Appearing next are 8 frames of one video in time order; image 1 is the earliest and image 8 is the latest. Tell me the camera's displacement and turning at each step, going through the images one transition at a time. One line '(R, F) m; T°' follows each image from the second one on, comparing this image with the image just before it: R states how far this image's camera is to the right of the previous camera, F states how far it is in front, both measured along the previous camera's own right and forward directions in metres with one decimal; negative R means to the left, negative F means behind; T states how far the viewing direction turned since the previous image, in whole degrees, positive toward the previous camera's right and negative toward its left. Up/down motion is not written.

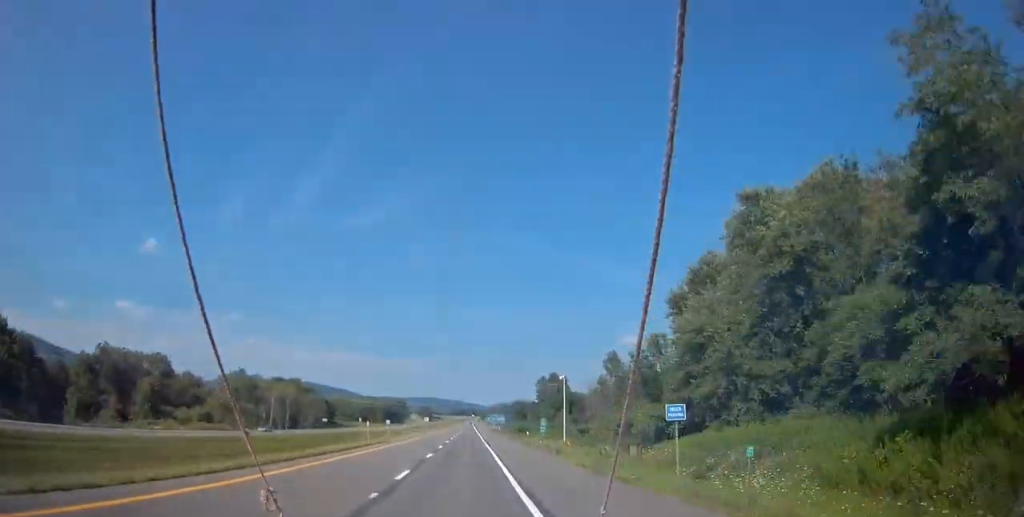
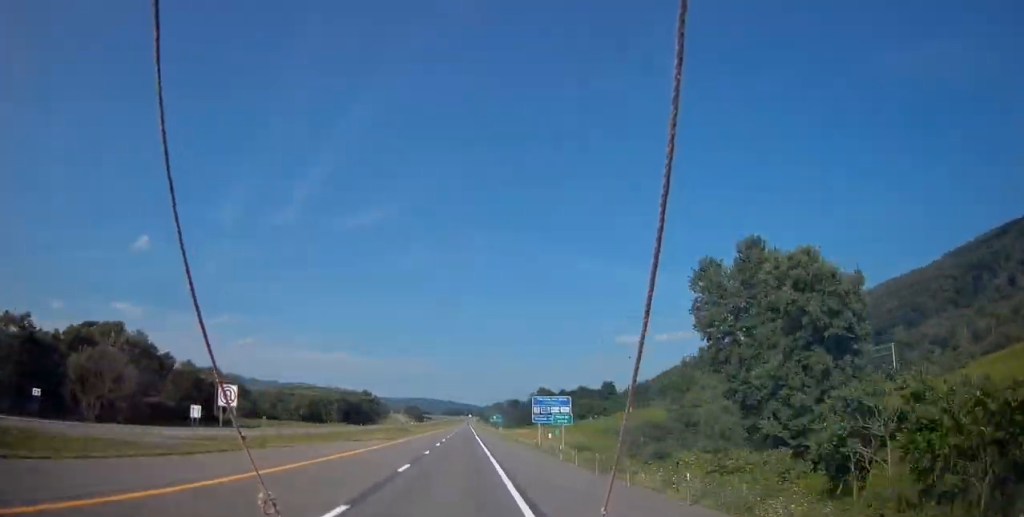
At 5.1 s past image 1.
(+0.3, +143.6) m; 0°
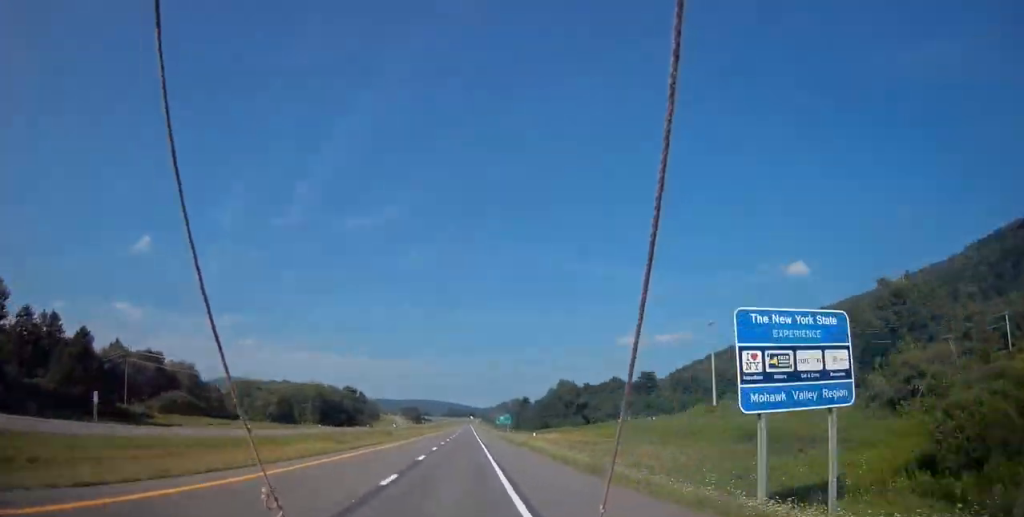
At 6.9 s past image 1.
(0.0, +52.9) m; 0°
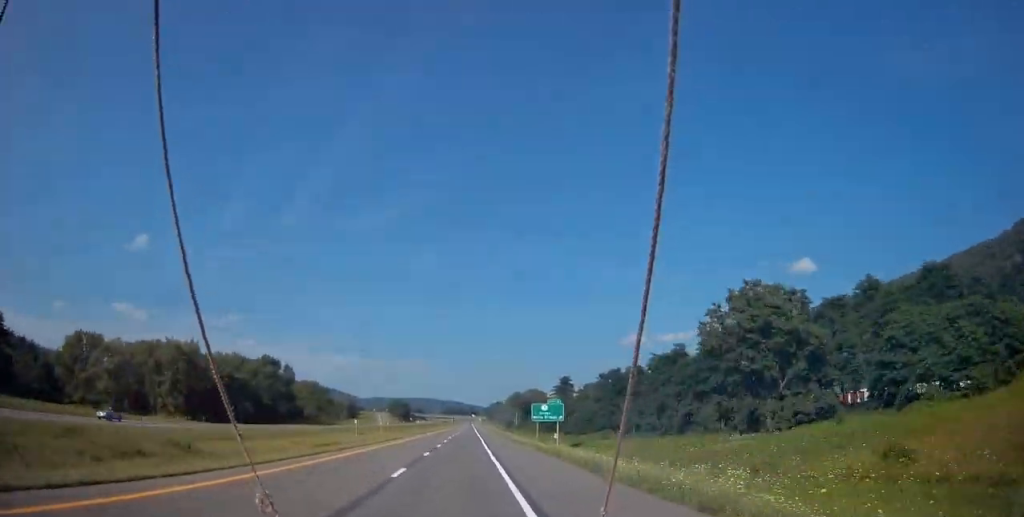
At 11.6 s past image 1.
(-0.2, +131.8) m; 0°
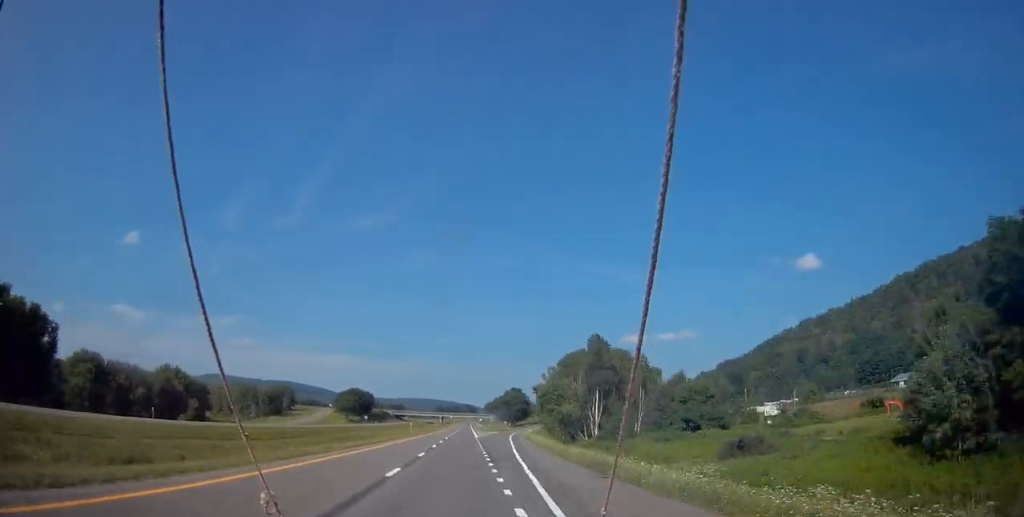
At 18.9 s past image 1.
(-0.5, +207.4) m; 0°
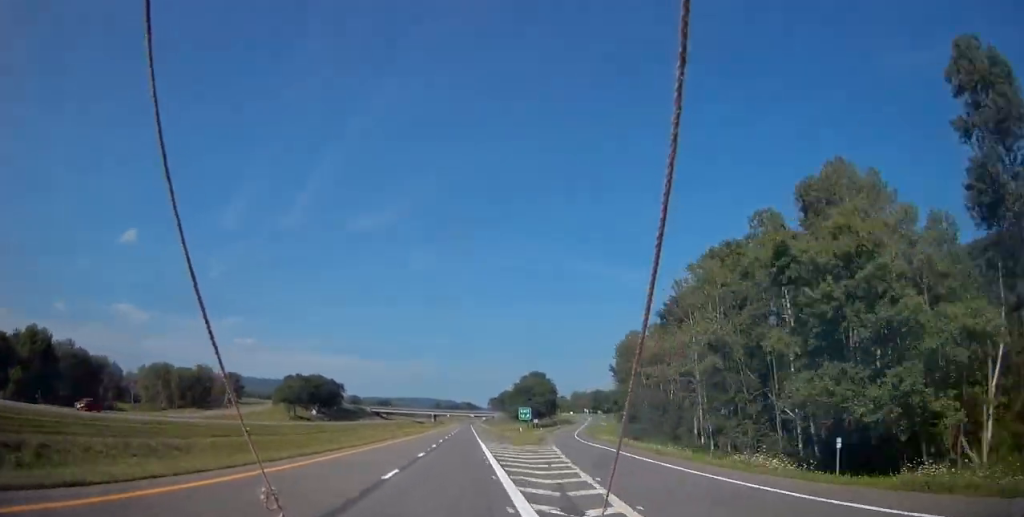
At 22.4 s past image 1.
(+0.4, +98.0) m; 0°
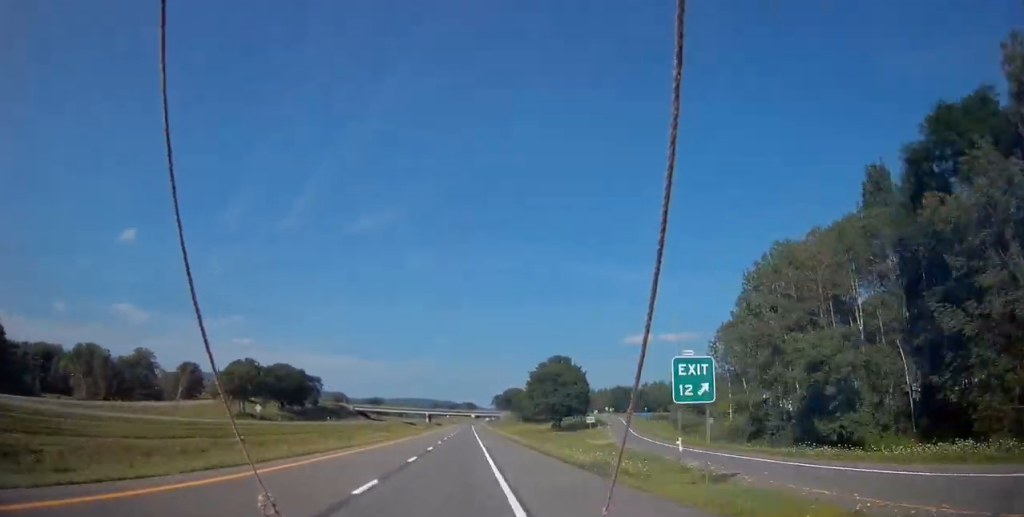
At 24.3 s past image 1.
(0.0, +52.9) m; 0°
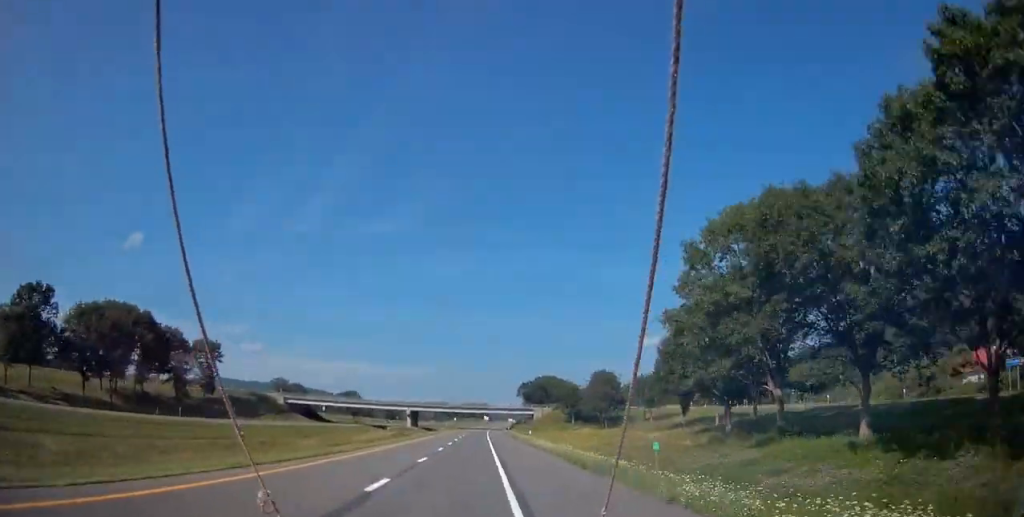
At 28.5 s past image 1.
(-0.3, +120.8) m; 0°
